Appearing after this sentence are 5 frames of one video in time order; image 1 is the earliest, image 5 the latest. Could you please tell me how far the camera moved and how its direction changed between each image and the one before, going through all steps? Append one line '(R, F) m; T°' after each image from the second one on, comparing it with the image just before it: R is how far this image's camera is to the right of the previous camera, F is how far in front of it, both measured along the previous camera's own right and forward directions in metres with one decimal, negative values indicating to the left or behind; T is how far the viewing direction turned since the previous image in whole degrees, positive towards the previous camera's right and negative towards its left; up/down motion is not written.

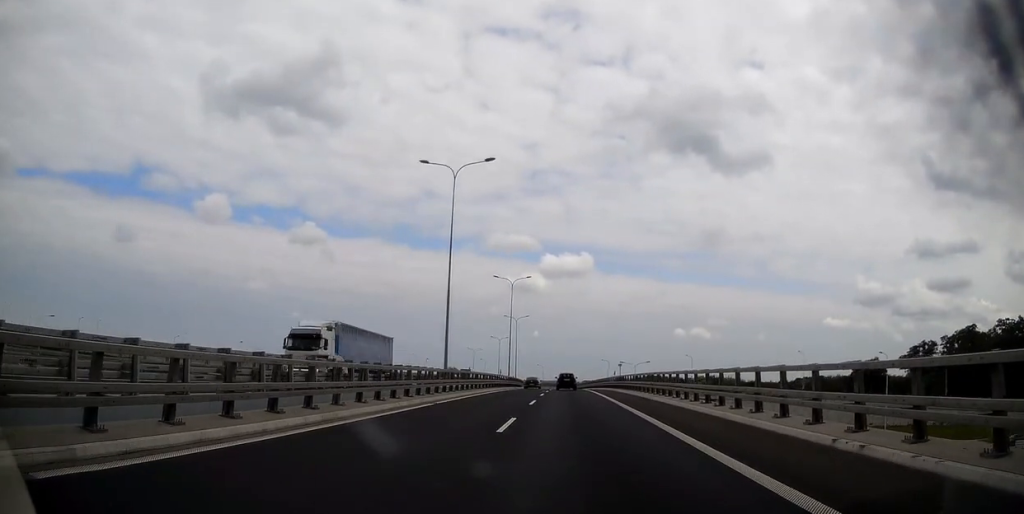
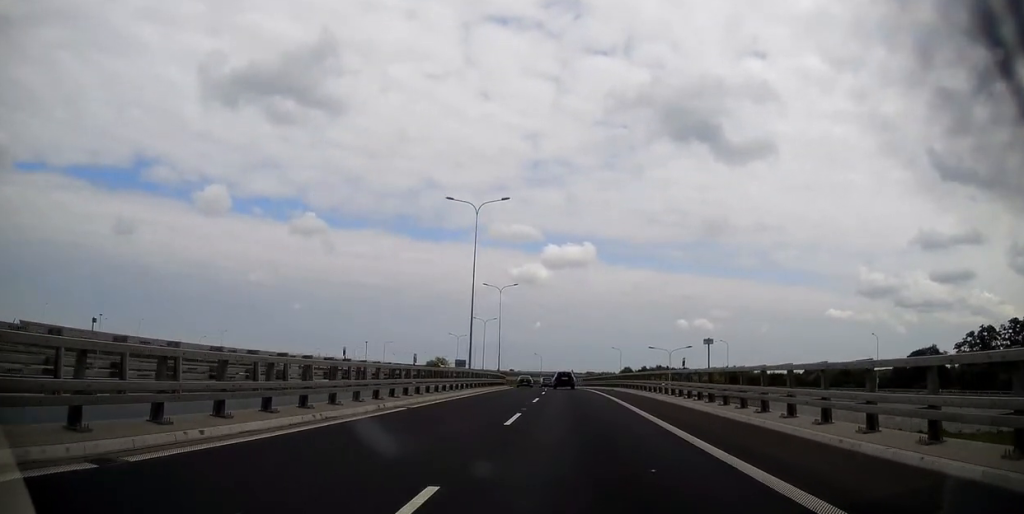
(+0.1, +34.6) m; 0°
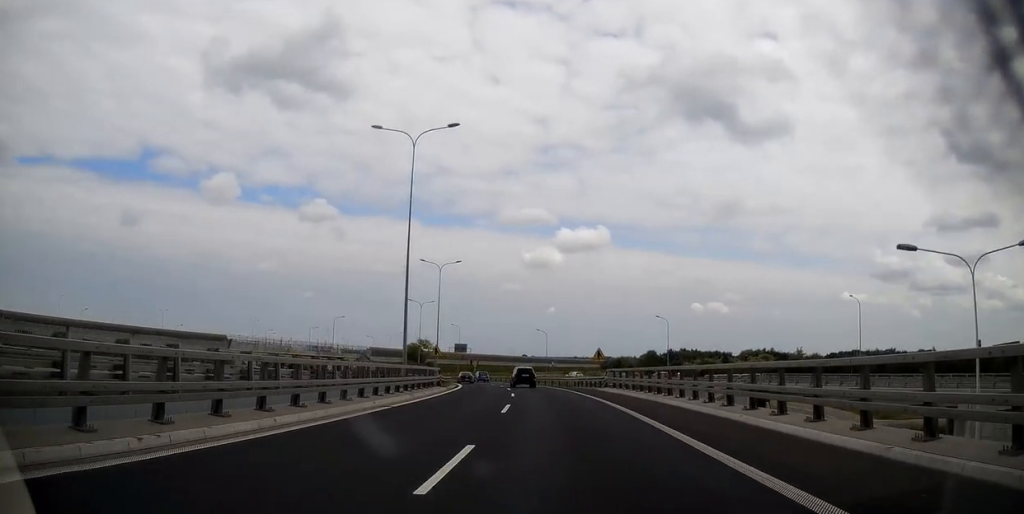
(0.0, +56.1) m; -1°
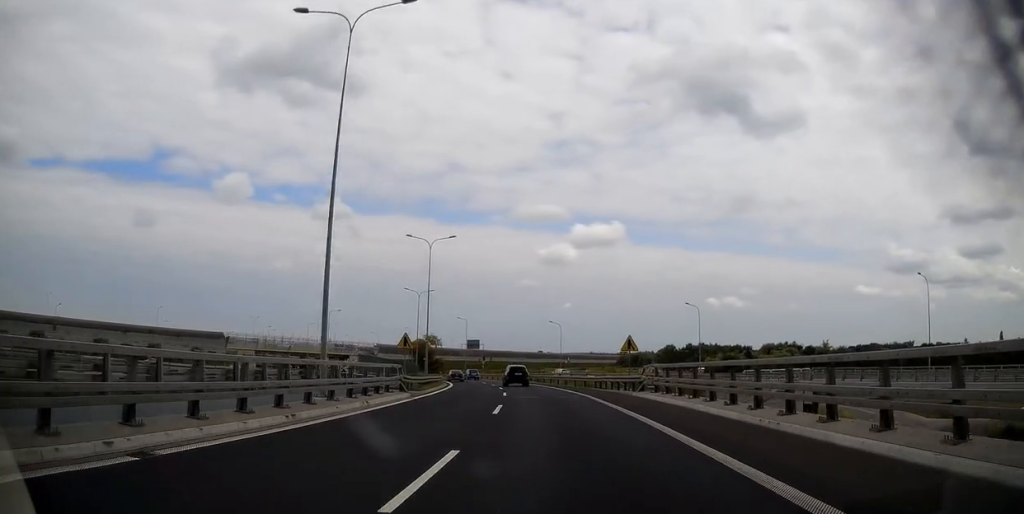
(-0.2, +11.9) m; -1°
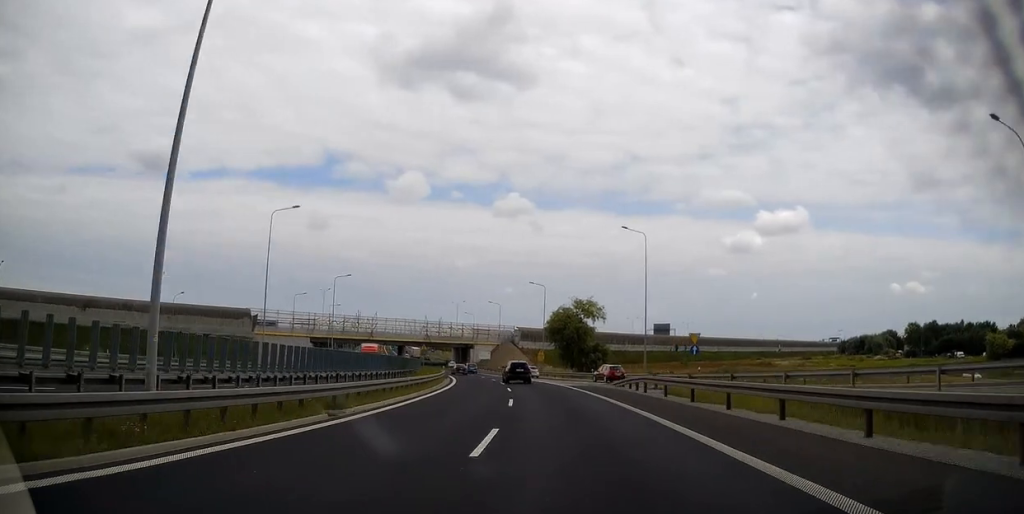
(-13.1, +91.0) m; -17°
